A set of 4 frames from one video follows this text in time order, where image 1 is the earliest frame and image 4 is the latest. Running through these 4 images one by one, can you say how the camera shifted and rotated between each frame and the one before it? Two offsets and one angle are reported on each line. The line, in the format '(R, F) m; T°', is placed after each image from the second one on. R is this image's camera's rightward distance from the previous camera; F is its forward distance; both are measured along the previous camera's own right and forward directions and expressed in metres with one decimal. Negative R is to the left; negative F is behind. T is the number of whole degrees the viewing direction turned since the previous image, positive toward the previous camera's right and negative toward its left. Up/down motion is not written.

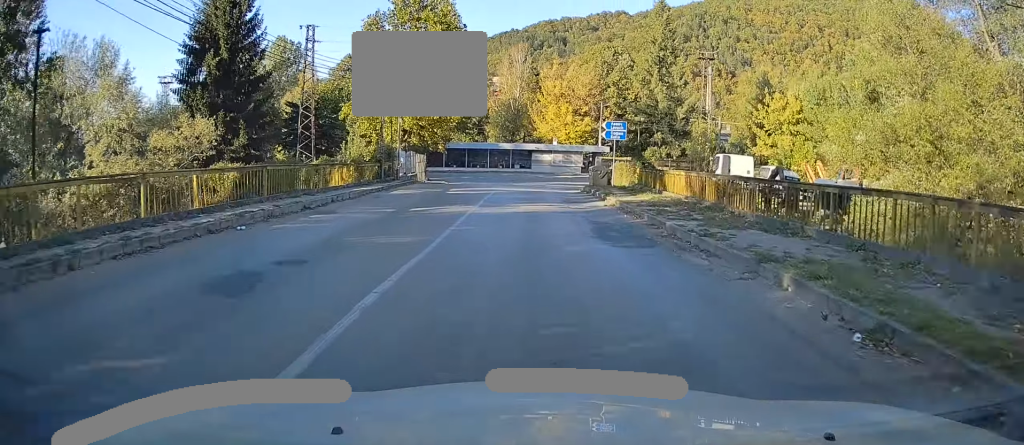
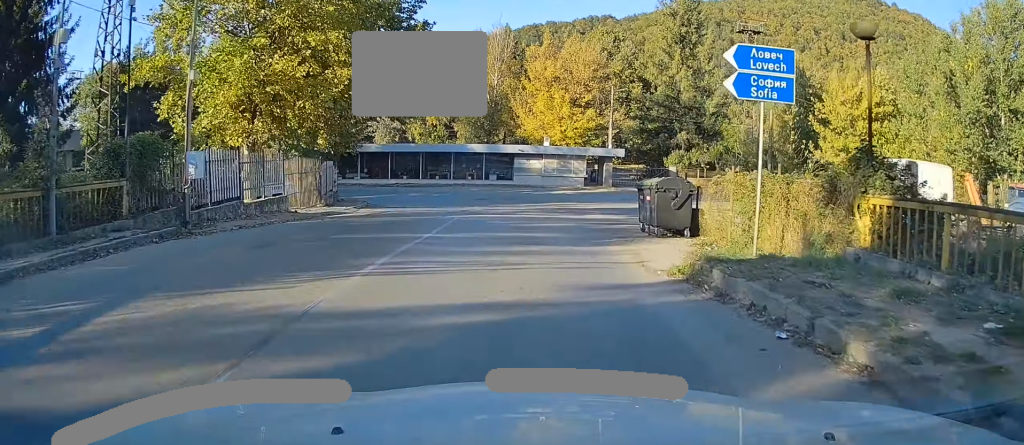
(+0.4, +22.3) m; +3°
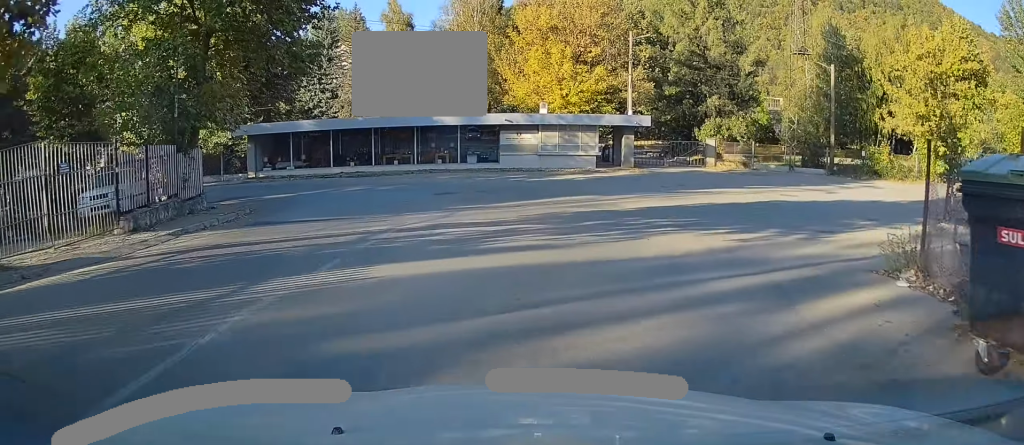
(0.0, +14.5) m; 0°
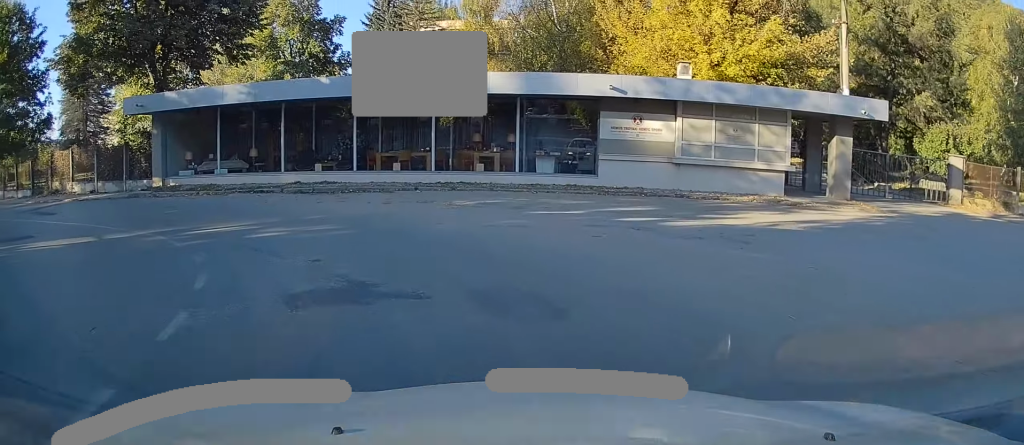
(-0.9, +19.7) m; -15°
